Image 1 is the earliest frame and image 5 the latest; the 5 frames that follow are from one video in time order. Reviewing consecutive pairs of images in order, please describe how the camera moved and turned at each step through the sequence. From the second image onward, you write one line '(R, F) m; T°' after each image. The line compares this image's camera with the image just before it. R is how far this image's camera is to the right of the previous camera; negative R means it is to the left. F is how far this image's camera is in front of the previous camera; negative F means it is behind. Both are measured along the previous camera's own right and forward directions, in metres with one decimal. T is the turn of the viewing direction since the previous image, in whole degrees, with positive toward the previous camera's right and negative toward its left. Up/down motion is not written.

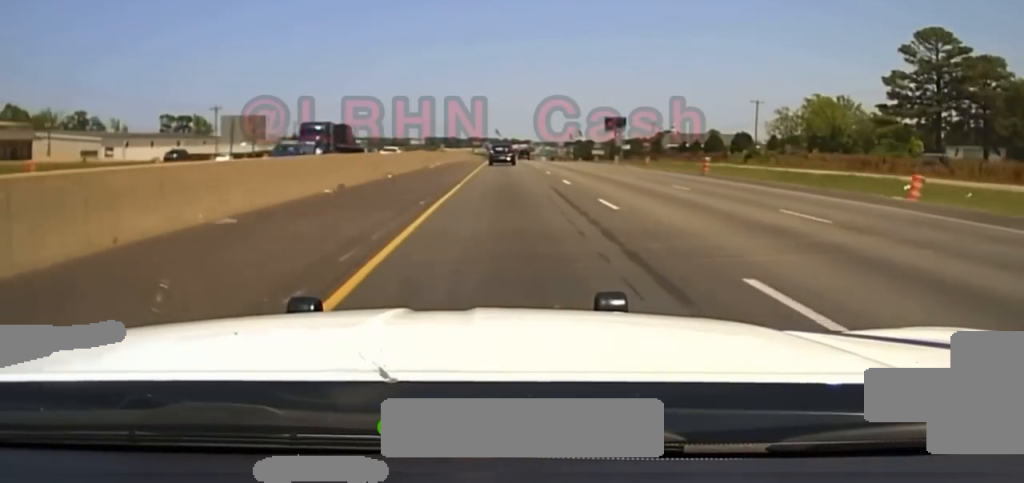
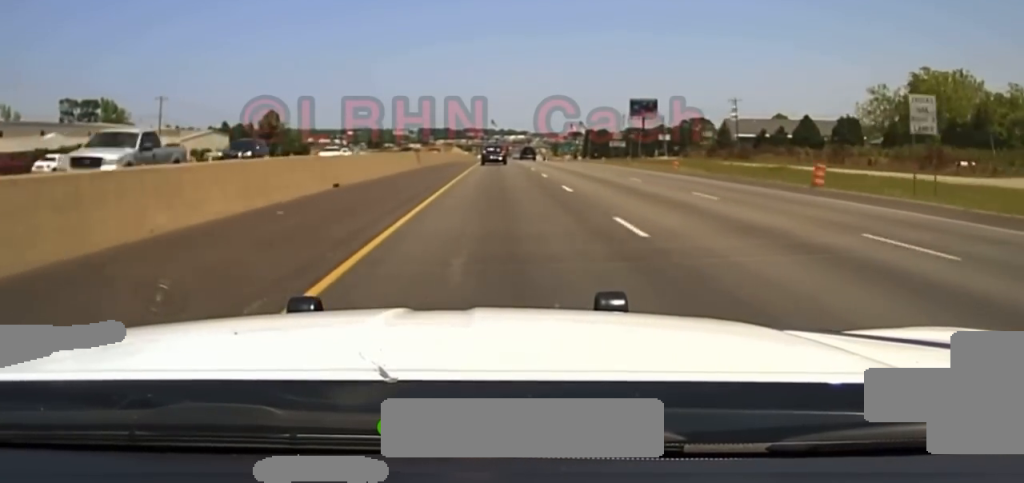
(-0.1, +83.5) m; 0°
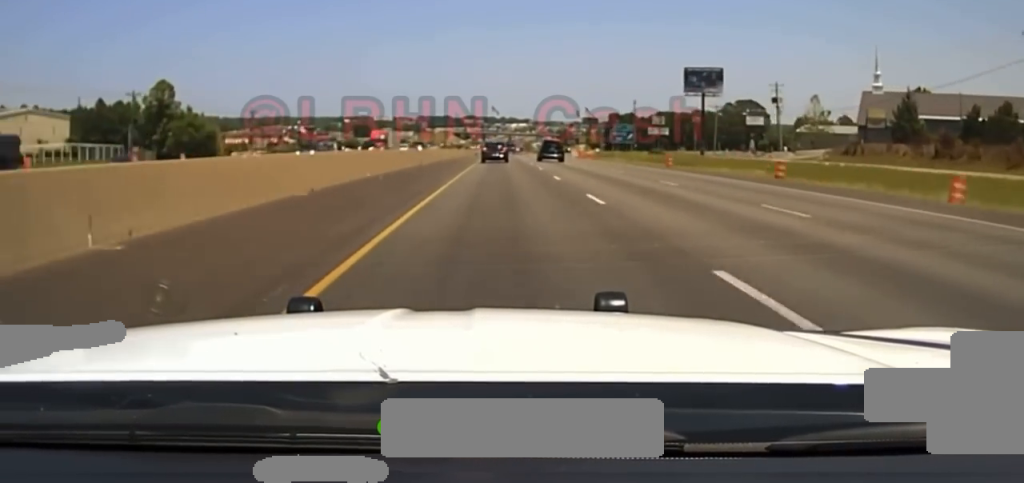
(+0.4, +84.2) m; 0°
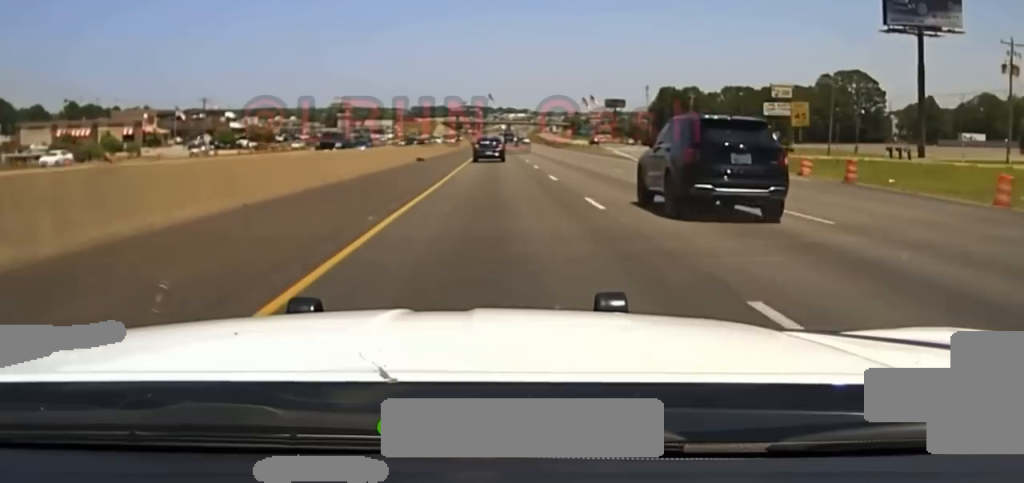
(-0.4, +128.0) m; 0°
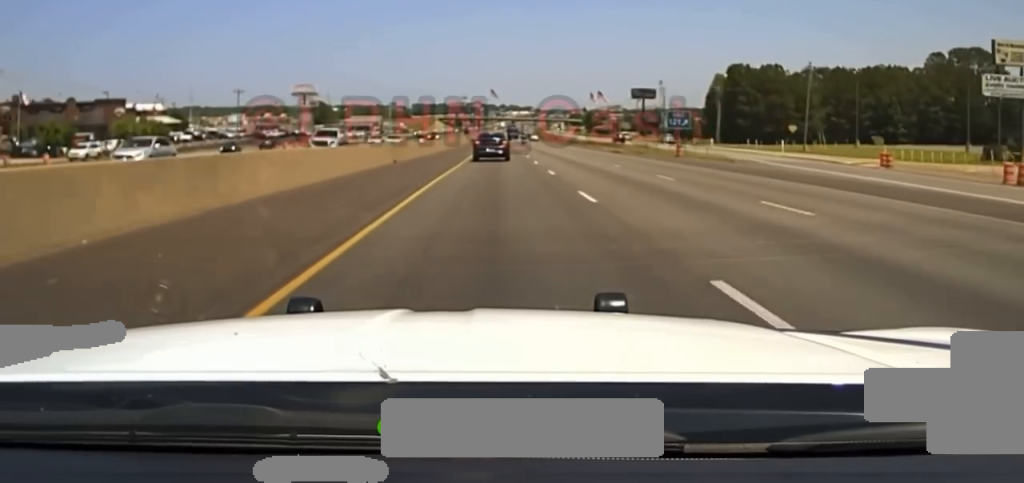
(-0.1, +81.8) m; 0°
